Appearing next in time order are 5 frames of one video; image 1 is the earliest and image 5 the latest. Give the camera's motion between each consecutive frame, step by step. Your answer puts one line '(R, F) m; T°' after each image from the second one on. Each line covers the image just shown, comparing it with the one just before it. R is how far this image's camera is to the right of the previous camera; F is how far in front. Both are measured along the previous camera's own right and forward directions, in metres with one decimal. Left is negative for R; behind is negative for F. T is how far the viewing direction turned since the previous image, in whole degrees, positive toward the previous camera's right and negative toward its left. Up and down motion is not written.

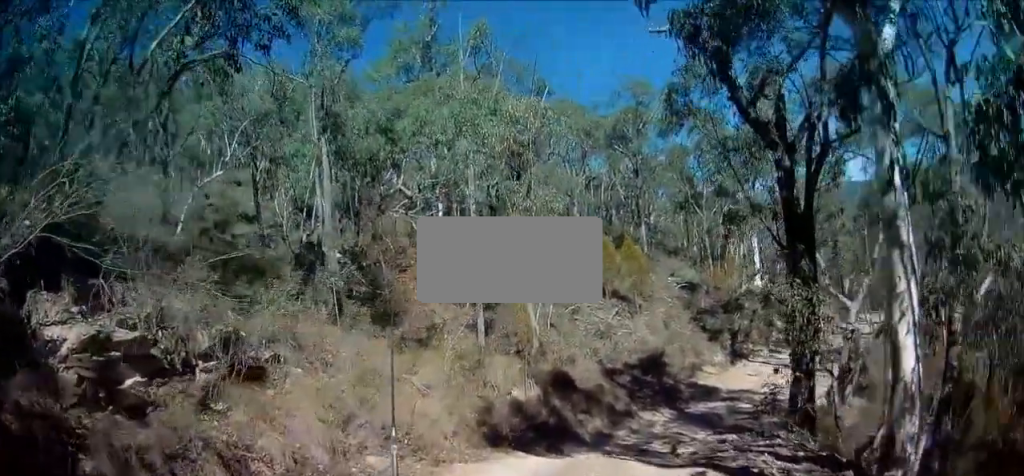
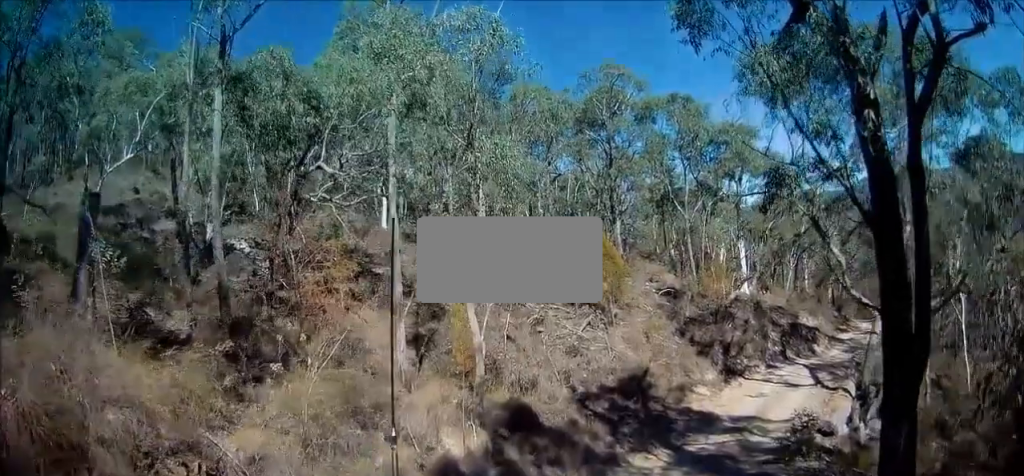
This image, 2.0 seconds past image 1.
(+0.9, +4.5) m; +27°
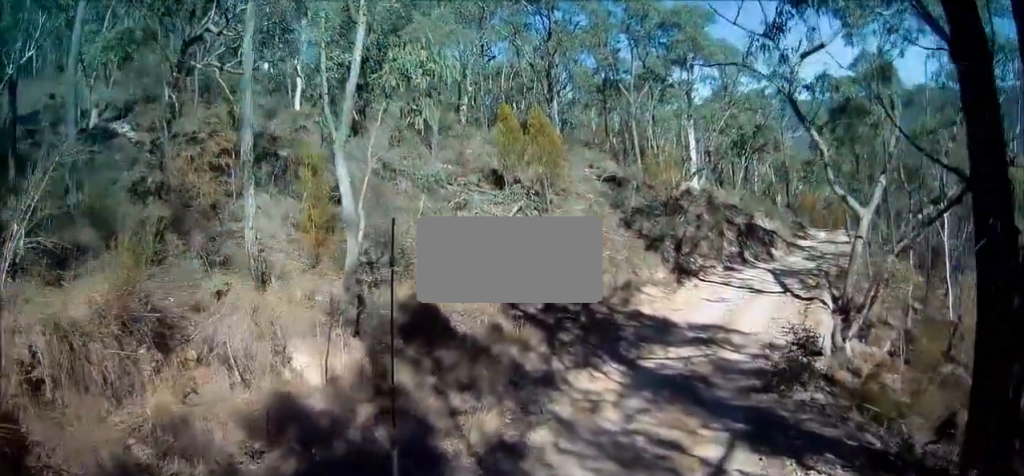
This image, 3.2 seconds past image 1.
(-0.5, +3.3) m; -11°
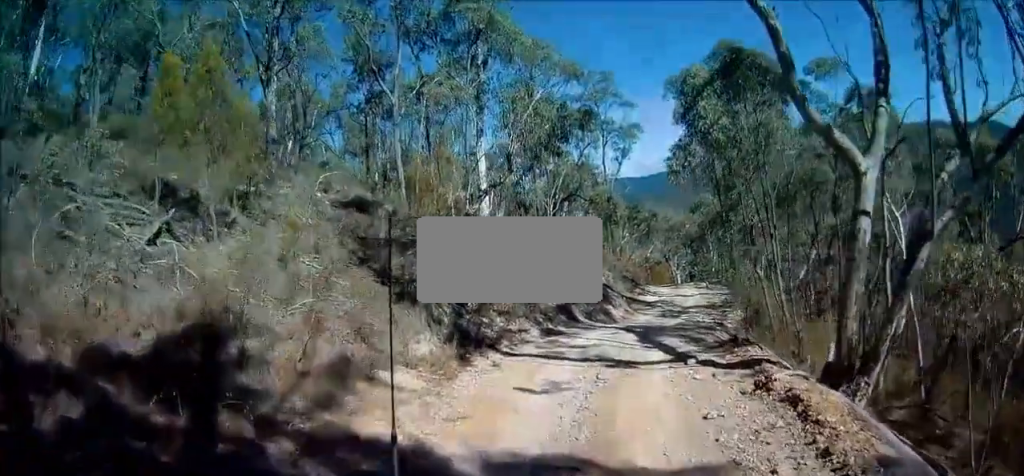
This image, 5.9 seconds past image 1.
(+3.5, +9.6) m; +30°
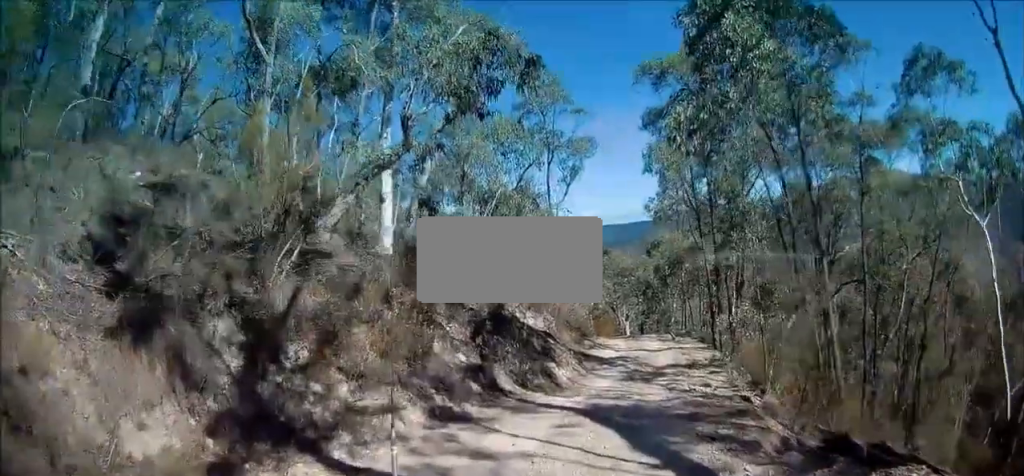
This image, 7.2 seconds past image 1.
(-0.1, +6.6) m; -5°
